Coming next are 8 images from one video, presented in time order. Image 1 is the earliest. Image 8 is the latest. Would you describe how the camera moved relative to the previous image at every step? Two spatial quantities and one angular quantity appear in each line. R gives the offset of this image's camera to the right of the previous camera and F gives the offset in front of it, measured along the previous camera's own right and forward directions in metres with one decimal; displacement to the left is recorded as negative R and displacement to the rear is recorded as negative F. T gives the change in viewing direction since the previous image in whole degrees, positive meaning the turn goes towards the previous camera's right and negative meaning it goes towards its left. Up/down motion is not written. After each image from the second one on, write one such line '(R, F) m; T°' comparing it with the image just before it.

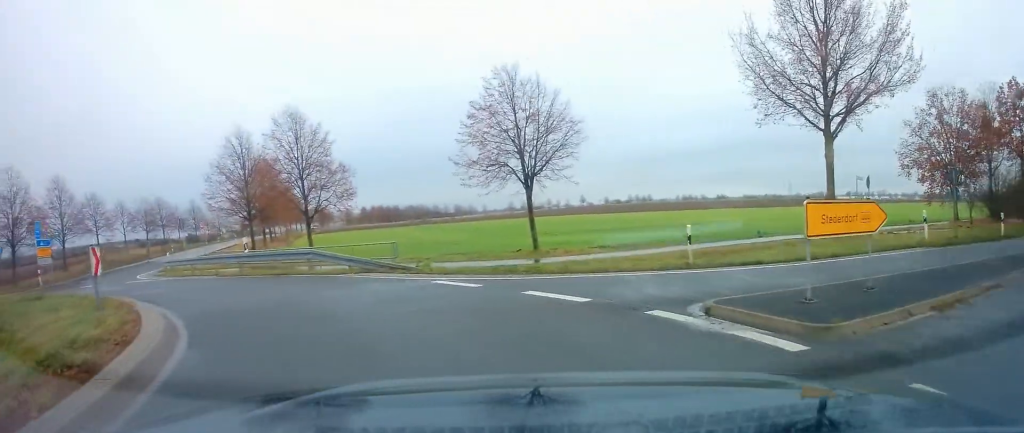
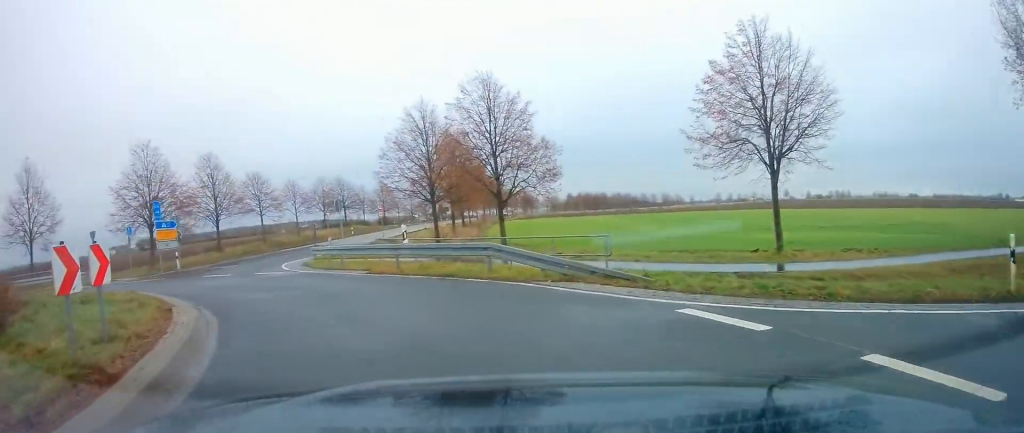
(-0.8, +4.9) m; -17°
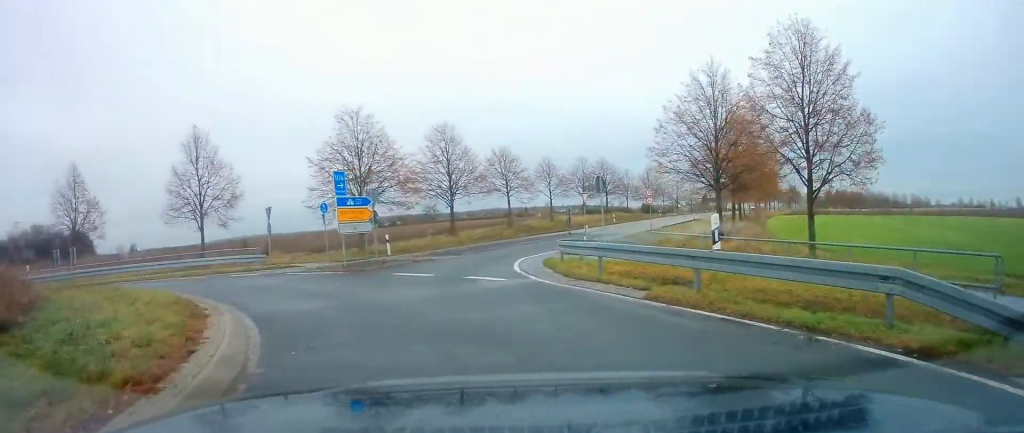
(-0.9, +6.6) m; -15°
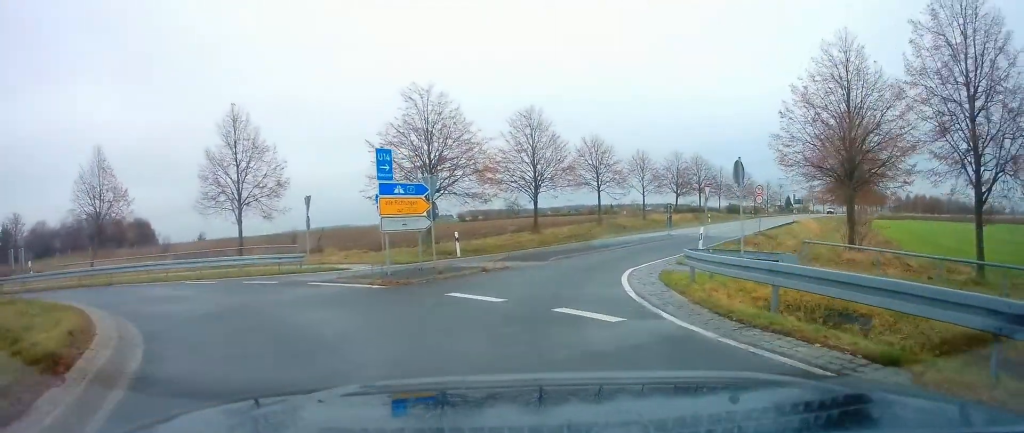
(-0.6, +4.9) m; -8°
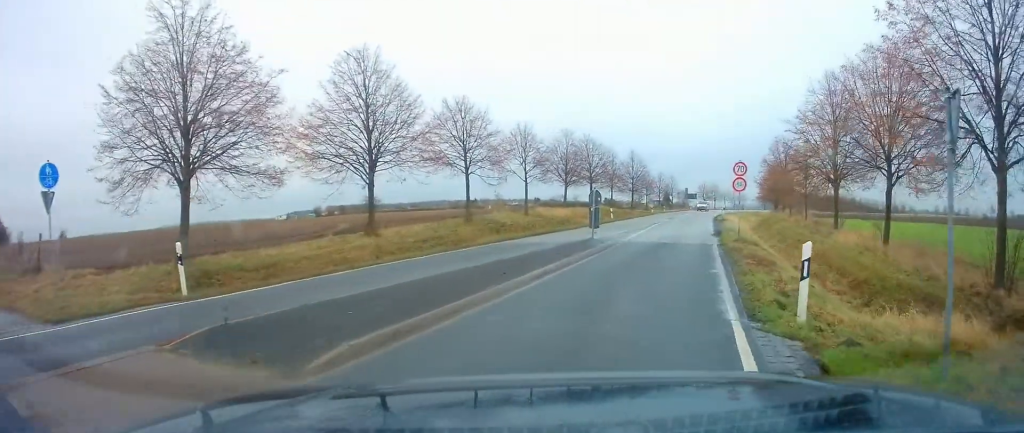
(-0.9, +14.1) m; +3°
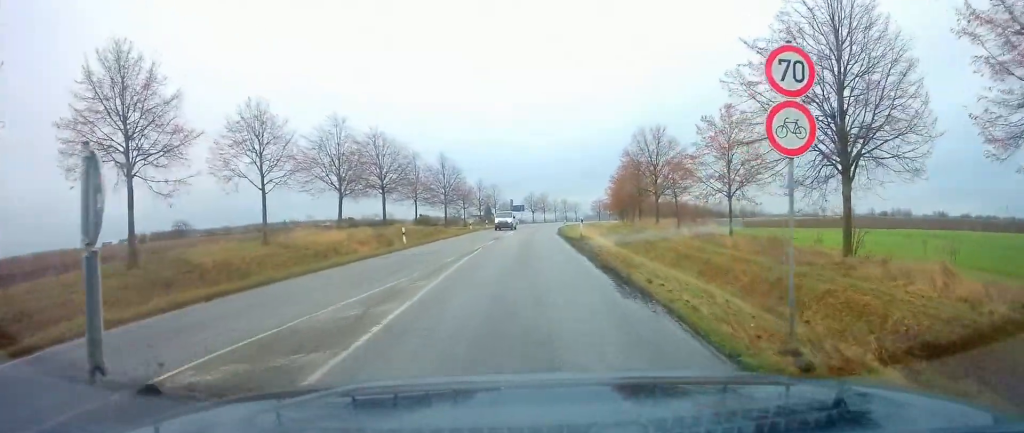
(+2.6, +16.9) m; +12°
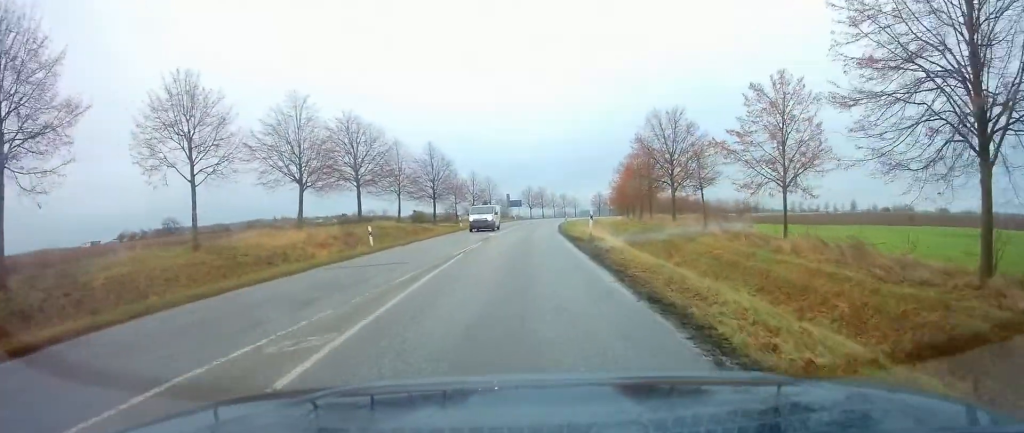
(0.0, +6.2) m; +2°
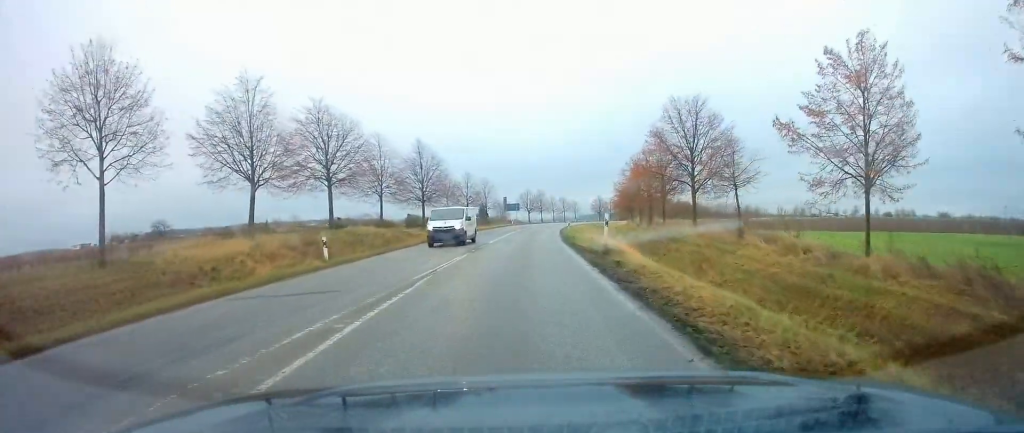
(0.0, +5.5) m; +1°
